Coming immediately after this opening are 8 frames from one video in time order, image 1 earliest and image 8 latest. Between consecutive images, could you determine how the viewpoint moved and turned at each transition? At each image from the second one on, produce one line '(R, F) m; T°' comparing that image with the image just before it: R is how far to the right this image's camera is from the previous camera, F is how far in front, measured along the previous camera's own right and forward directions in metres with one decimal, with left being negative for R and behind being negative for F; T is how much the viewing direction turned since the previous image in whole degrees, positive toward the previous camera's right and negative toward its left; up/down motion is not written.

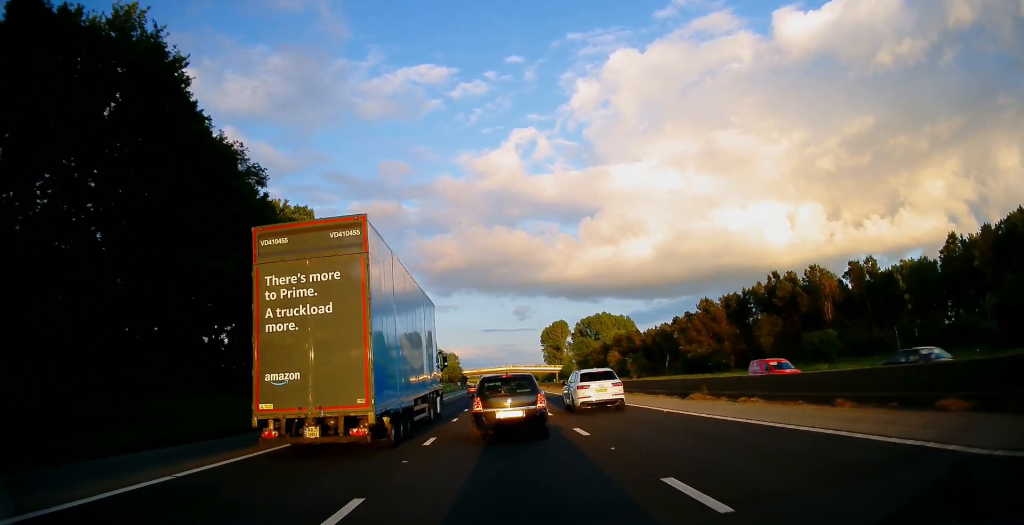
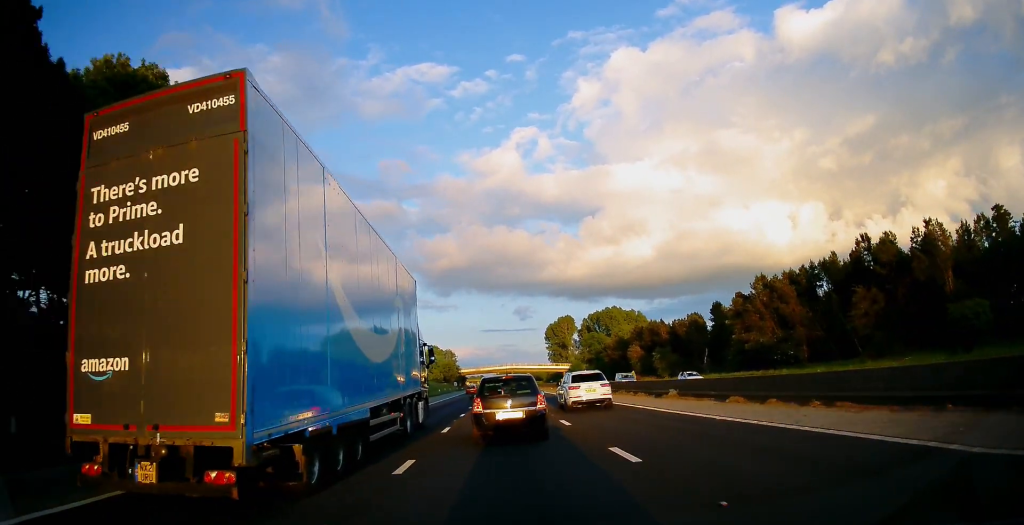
(-0.1, +22.0) m; -1°
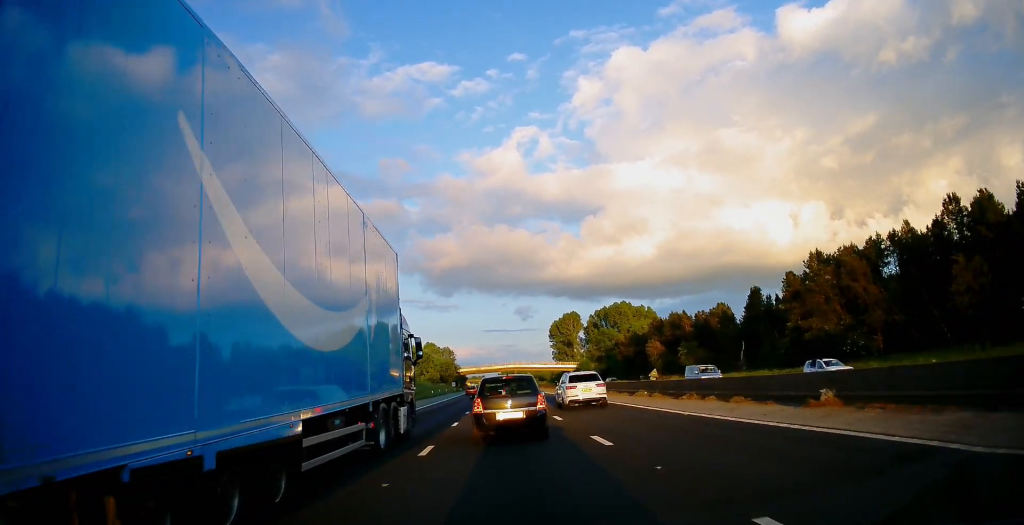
(0.0, +14.9) m; 0°
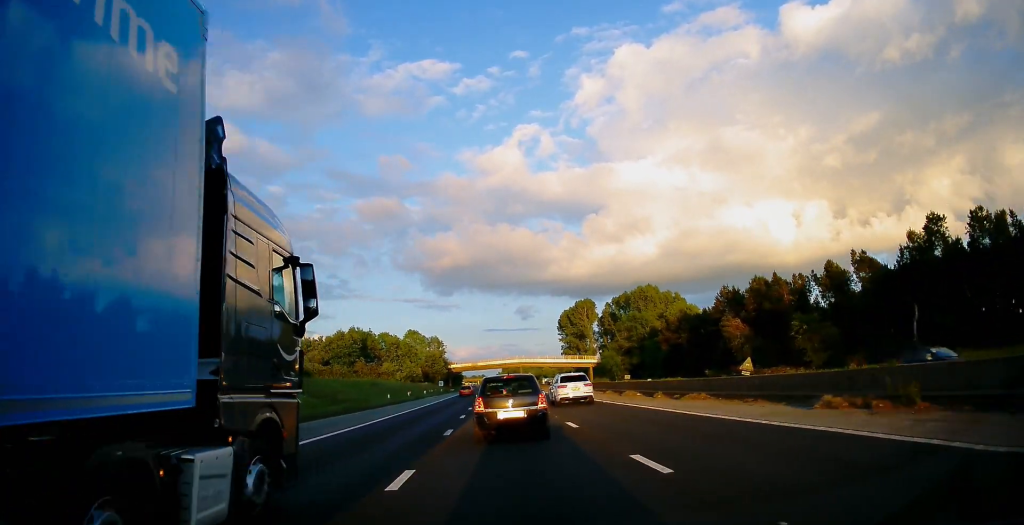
(0.0, +39.5) m; +1°
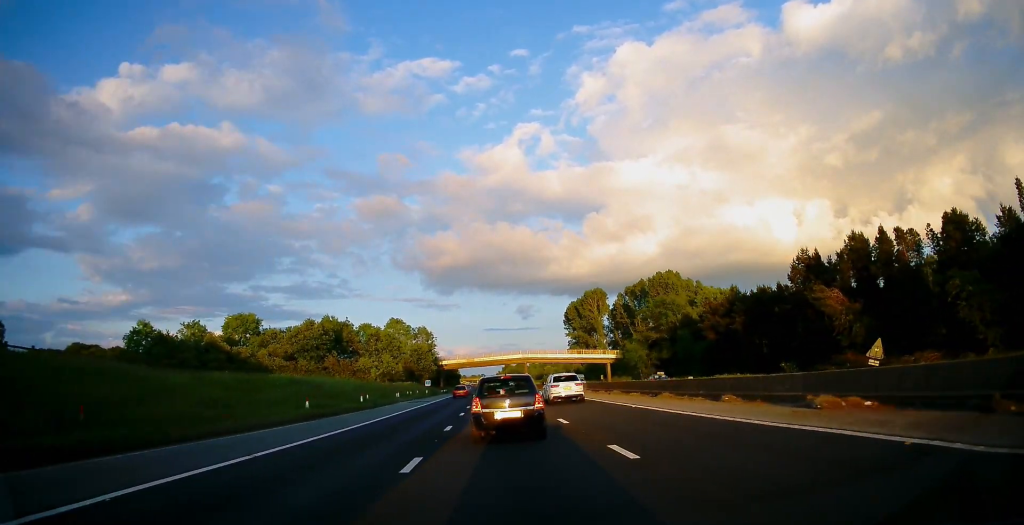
(+0.2, +23.8) m; 0°
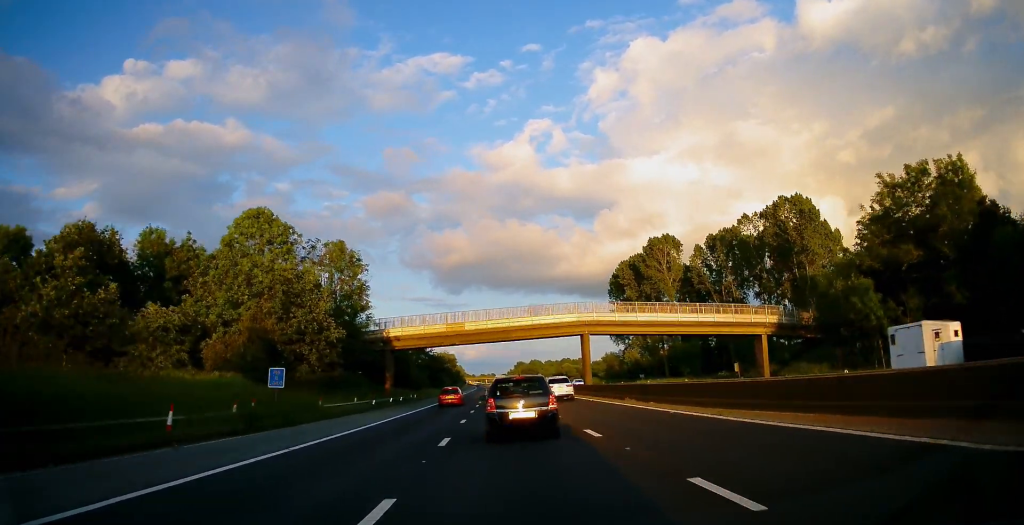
(-1.2, +75.1) m; -1°
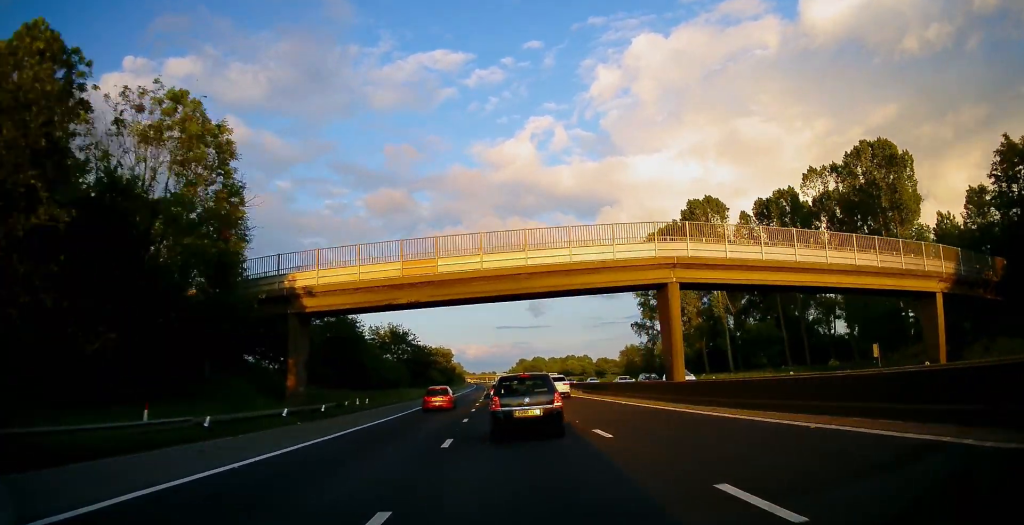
(+0.1, +26.8) m; 0°
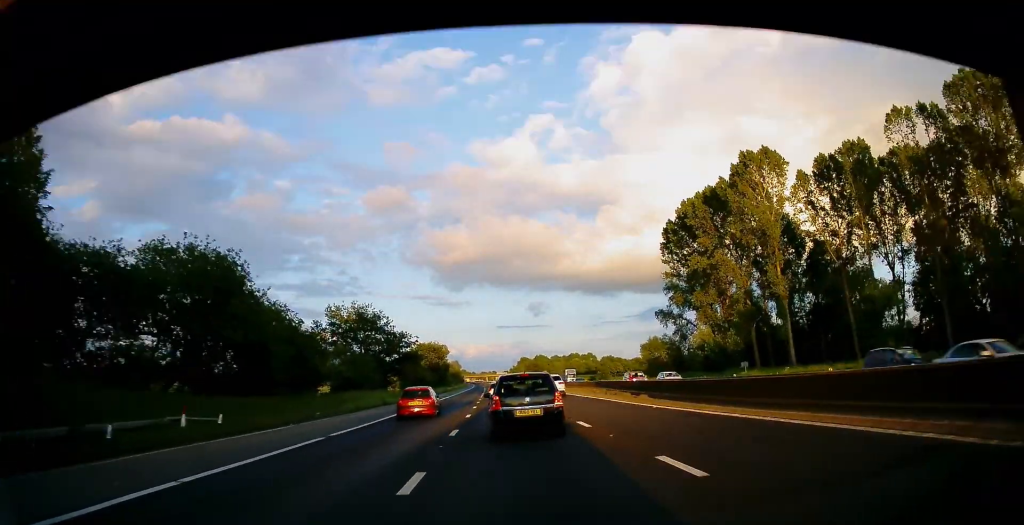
(-0.3, +23.0) m; 0°
